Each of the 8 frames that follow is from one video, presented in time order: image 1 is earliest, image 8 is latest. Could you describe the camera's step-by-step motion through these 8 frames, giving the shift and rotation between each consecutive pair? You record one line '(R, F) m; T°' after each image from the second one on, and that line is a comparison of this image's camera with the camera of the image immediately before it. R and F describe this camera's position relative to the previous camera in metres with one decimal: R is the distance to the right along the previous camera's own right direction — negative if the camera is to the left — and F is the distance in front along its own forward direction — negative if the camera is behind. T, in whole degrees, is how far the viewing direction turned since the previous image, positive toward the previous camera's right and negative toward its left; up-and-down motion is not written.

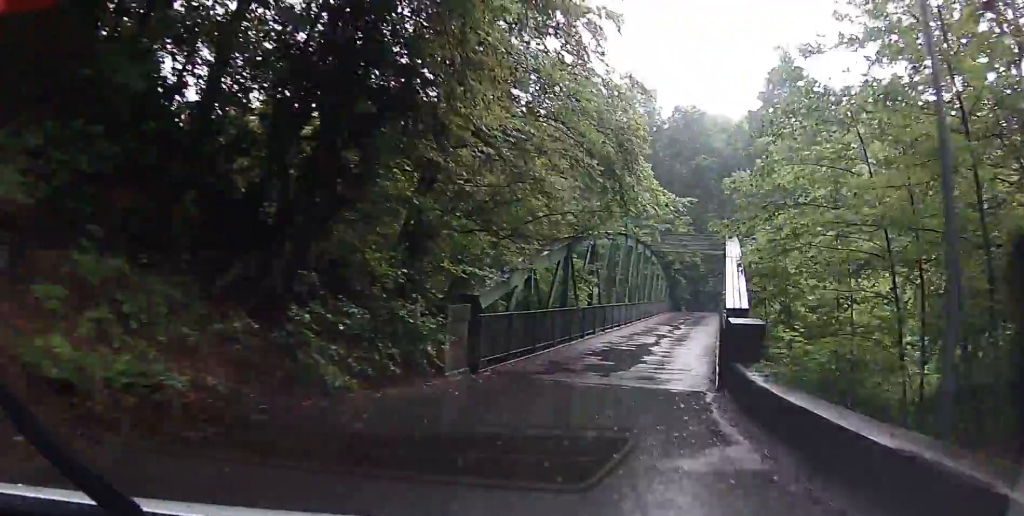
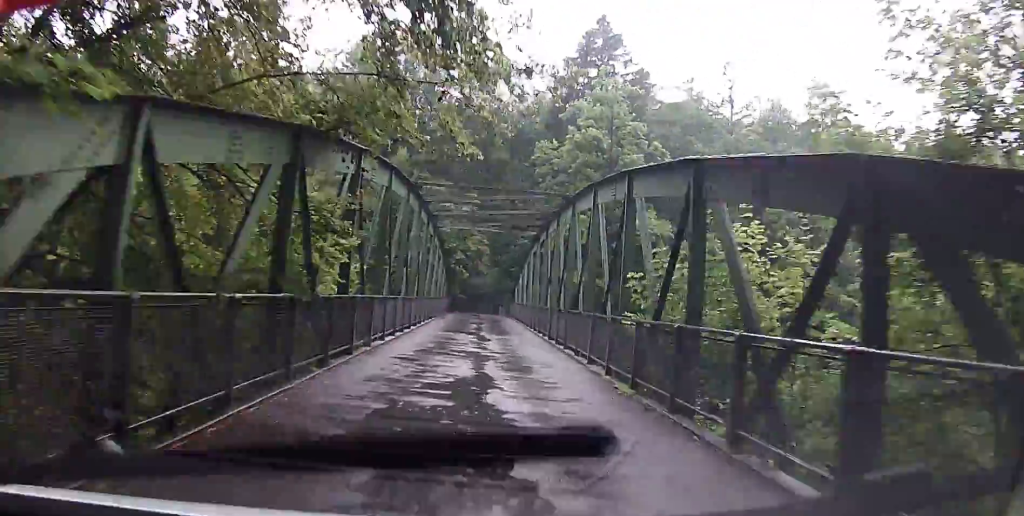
(+3.6, +13.1) m; +26°
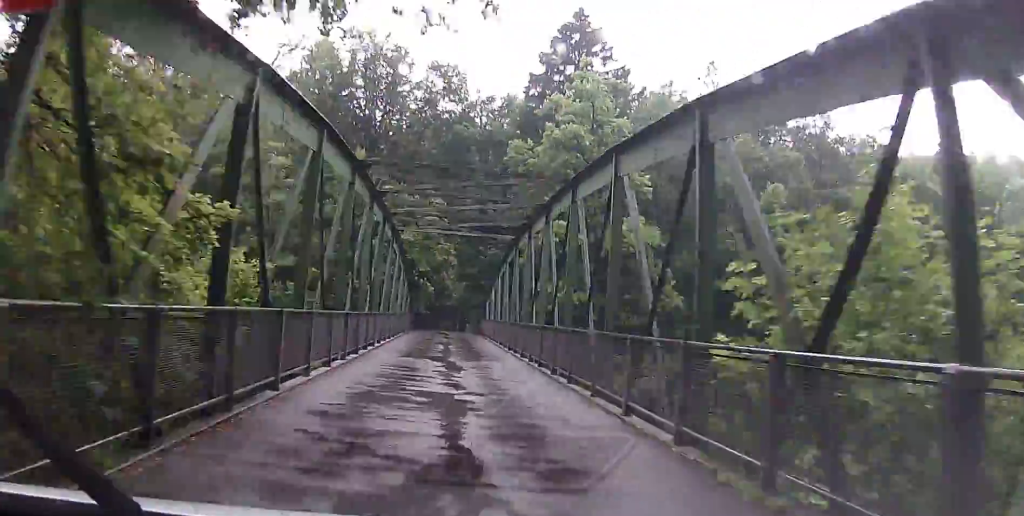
(+0.7, +5.5) m; +1°
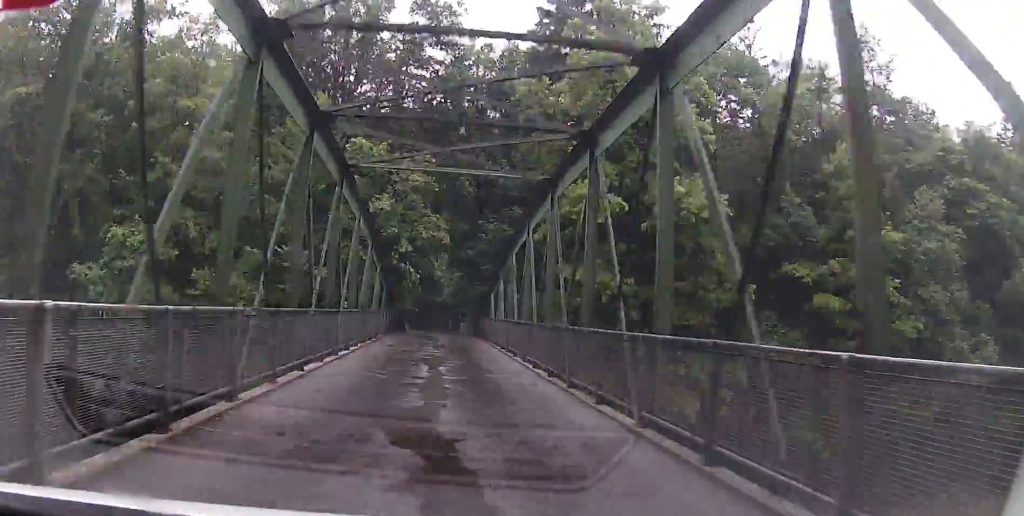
(+0.6, +11.8) m; +1°
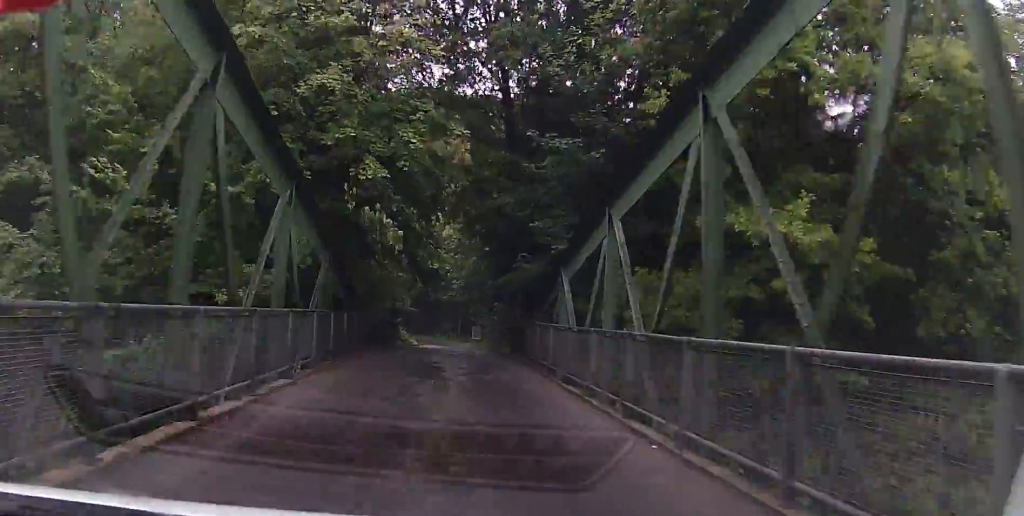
(-0.6, +18.3) m; 0°
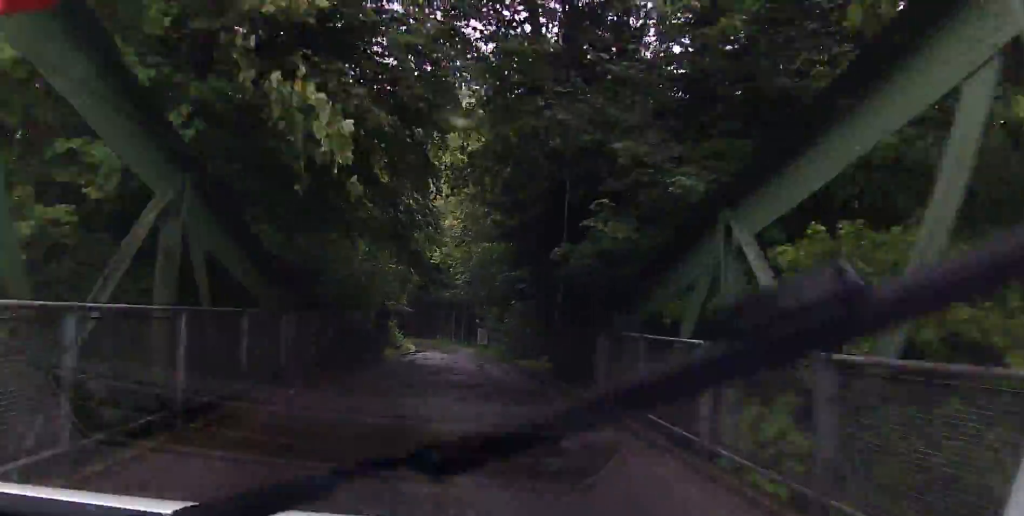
(+0.1, +8.9) m; +1°
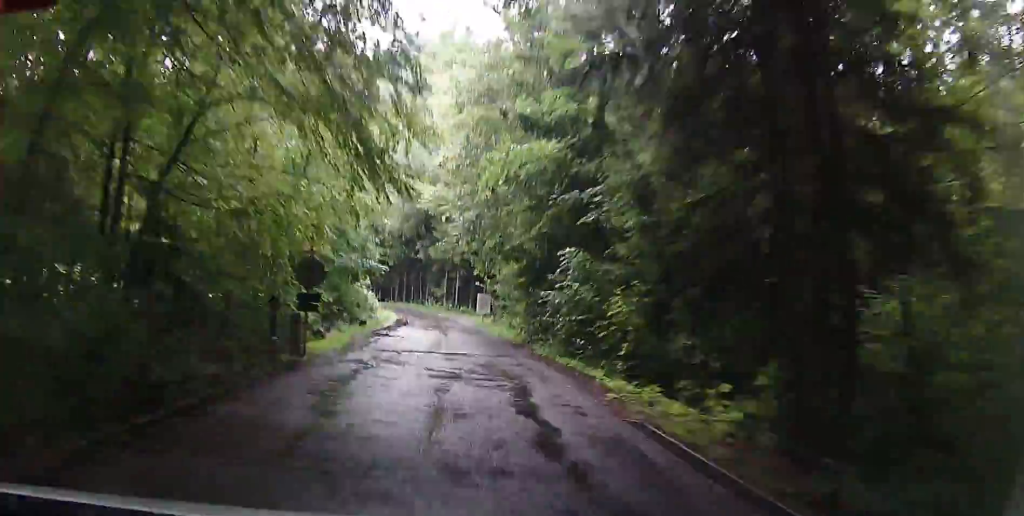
(+0.2, +15.2) m; -1°
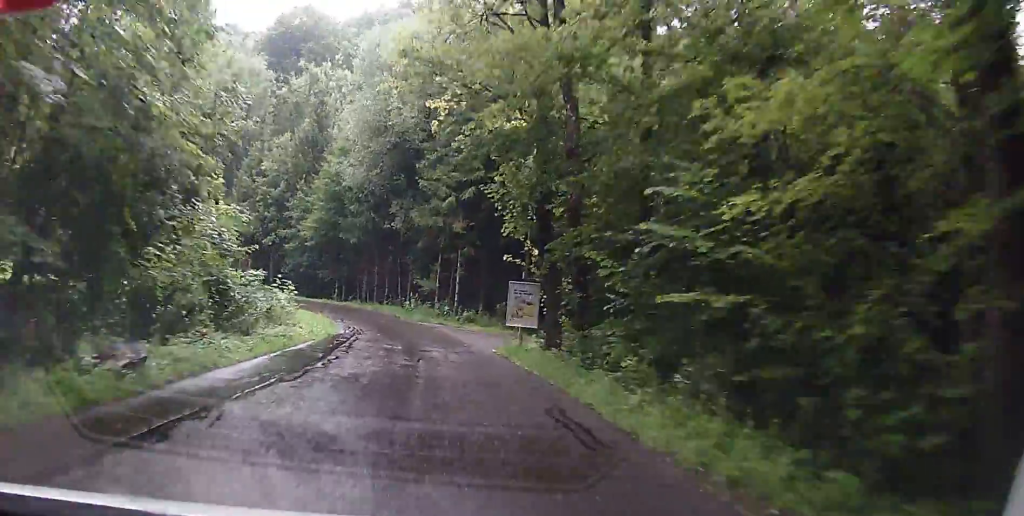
(+0.3, +27.4) m; +3°
